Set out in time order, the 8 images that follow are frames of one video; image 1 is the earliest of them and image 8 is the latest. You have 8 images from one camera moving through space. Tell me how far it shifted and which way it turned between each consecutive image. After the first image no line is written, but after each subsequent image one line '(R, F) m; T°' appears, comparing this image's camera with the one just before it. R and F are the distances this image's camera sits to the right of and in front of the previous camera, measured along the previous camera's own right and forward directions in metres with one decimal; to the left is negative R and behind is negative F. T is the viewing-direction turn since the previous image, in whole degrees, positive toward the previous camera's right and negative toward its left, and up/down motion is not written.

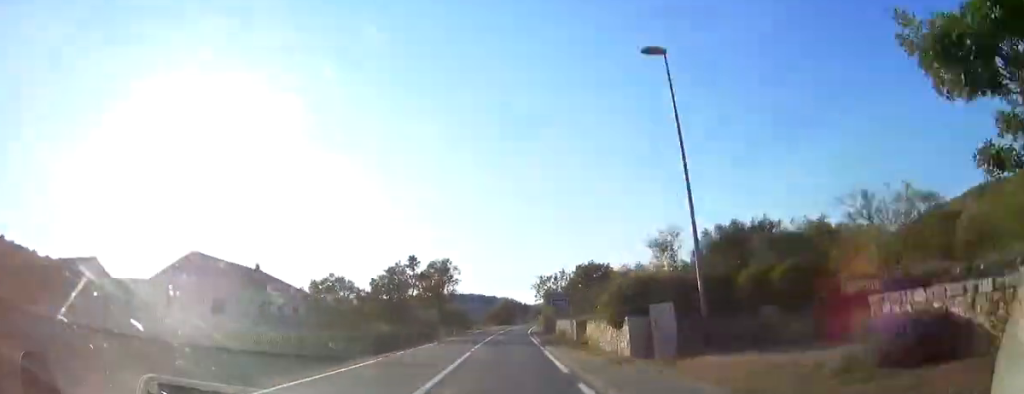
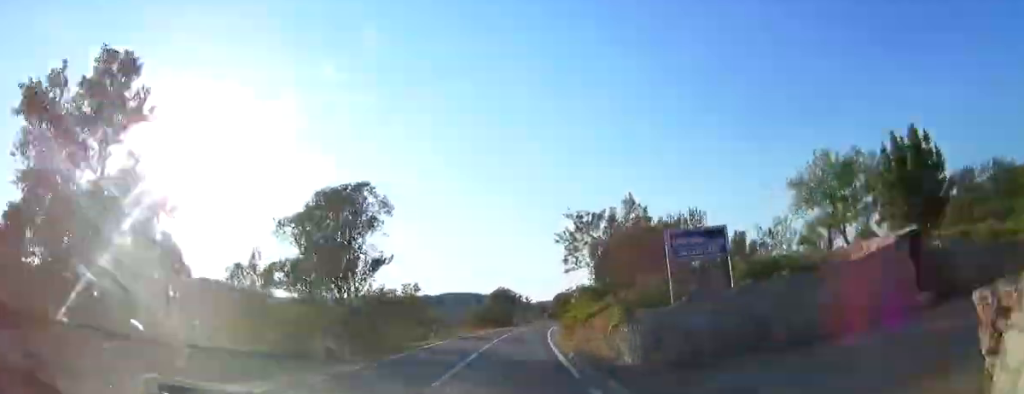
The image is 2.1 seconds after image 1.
(-0.2, +34.8) m; -1°
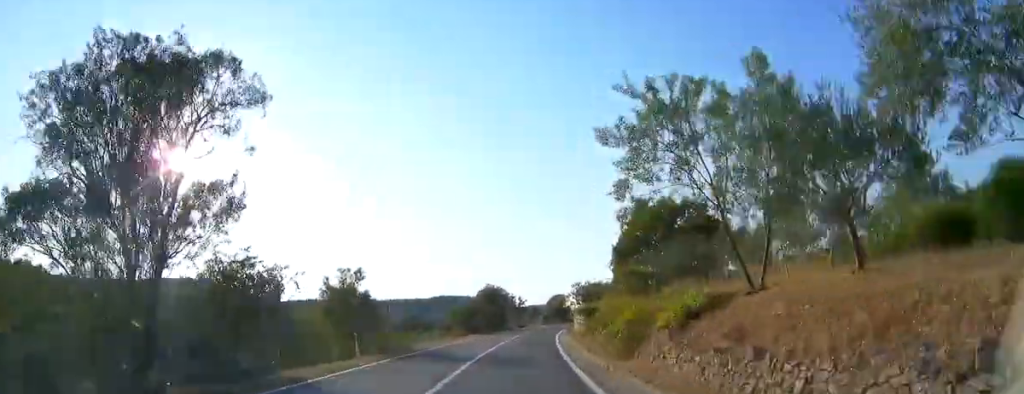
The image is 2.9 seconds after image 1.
(-0.2, +14.7) m; +1°
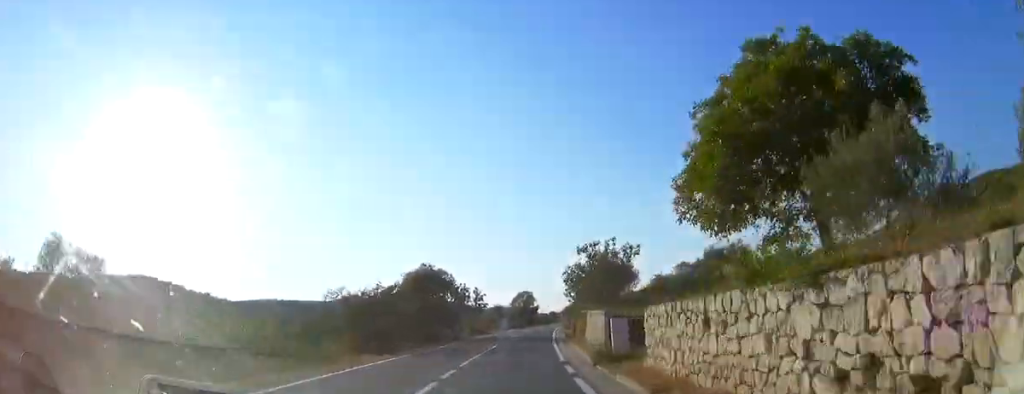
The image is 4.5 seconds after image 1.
(-0.2, +27.3) m; +2°
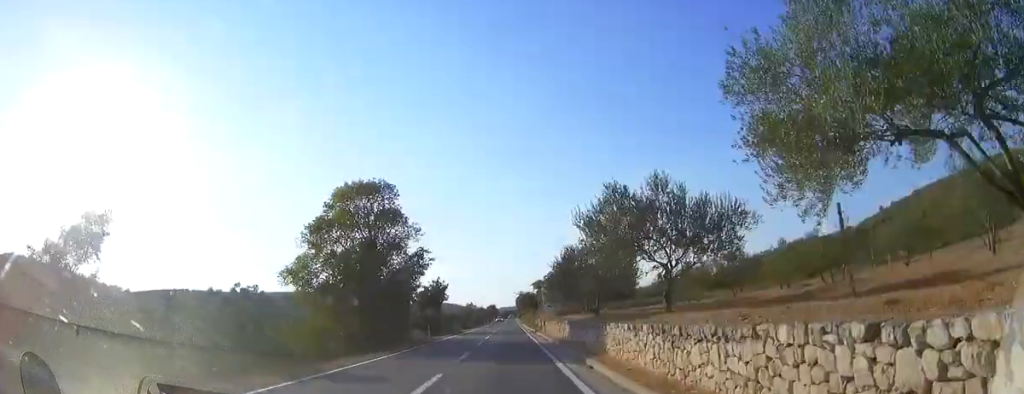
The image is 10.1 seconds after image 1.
(+9.3, +100.8) m; +7°
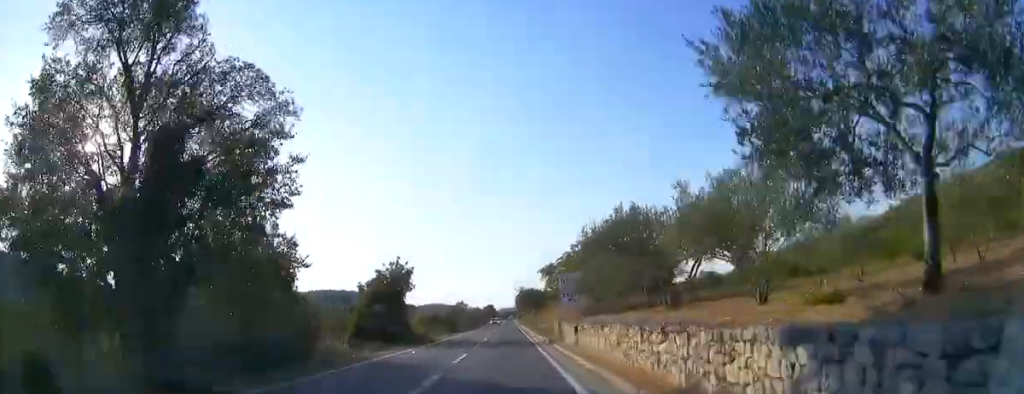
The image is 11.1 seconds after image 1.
(0.0, +19.1) m; 0°
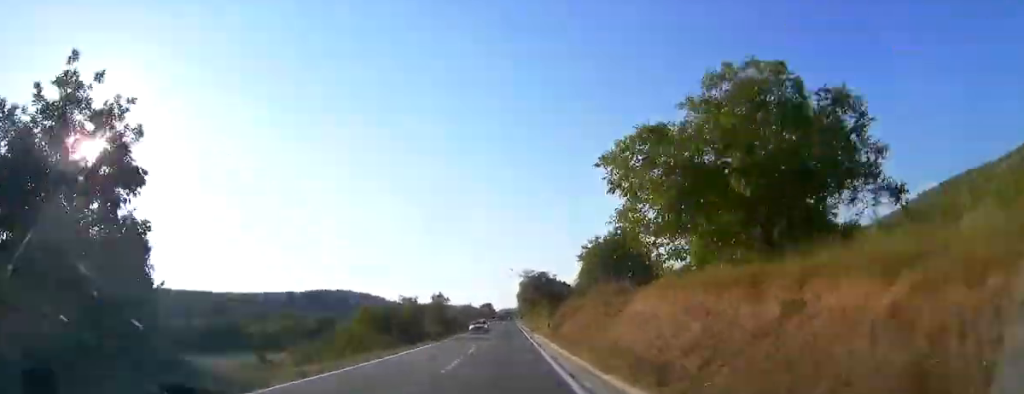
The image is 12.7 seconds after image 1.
(0.0, +29.4) m; 0°
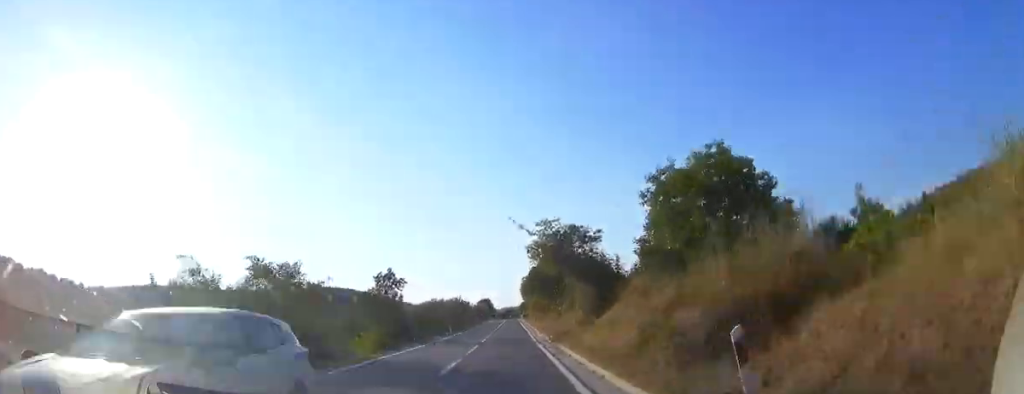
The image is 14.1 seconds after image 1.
(+0.3, +27.1) m; 0°
